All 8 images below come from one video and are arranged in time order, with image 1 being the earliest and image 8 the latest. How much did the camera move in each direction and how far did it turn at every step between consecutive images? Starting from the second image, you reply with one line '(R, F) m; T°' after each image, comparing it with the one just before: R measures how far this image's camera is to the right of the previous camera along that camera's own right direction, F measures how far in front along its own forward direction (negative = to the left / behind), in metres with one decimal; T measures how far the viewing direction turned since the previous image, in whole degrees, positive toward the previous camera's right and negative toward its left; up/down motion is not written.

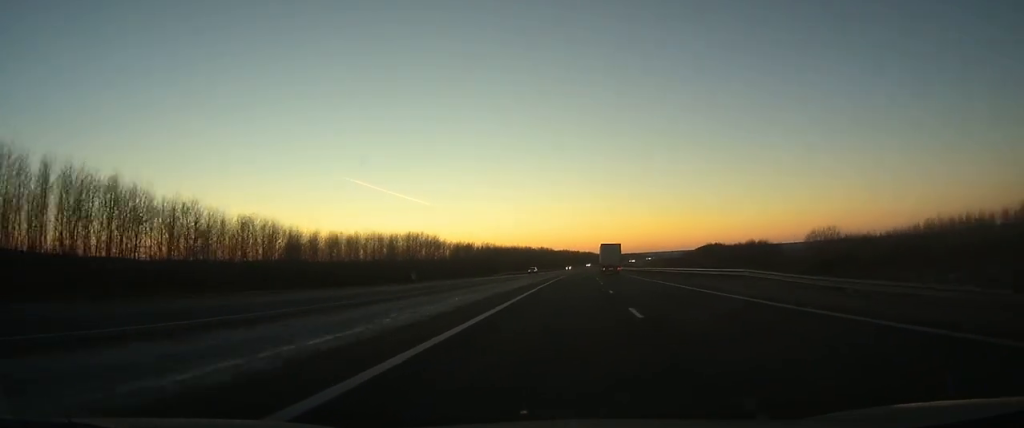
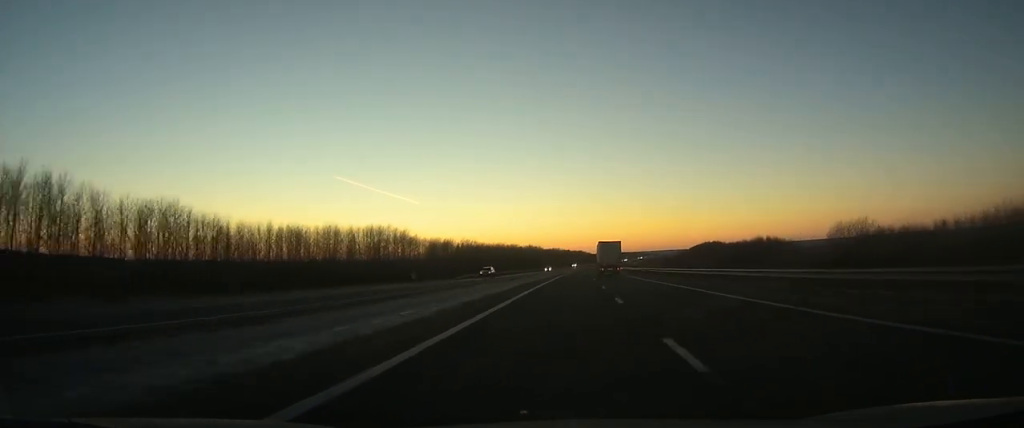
(-0.1, +31.0) m; +1°
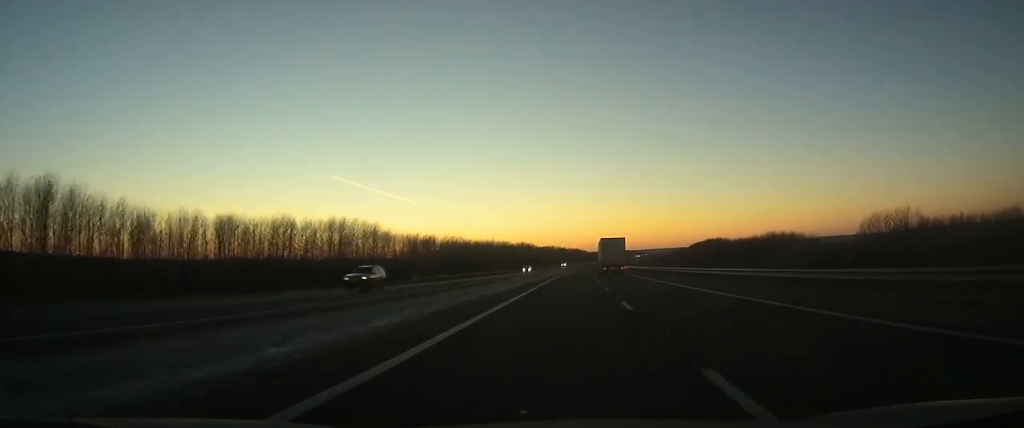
(+0.4, +27.1) m; +1°
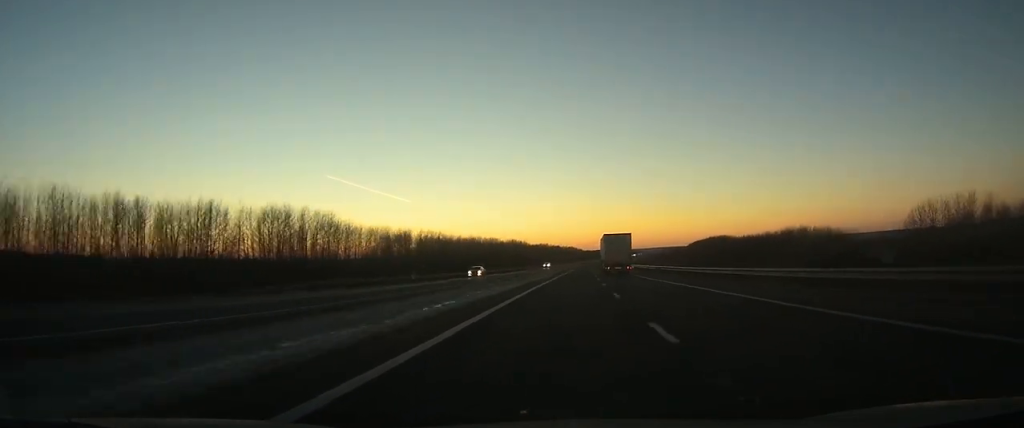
(+0.2, +31.0) m; +1°
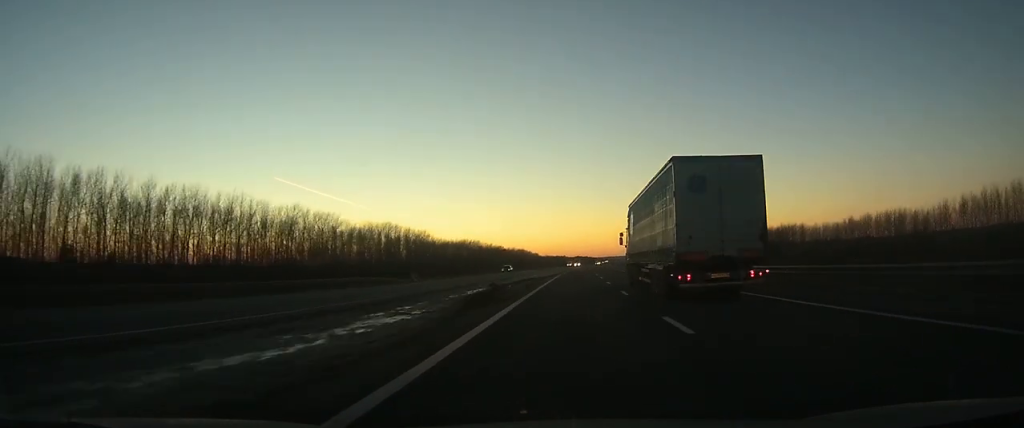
(+6.5, +190.9) m; +4°
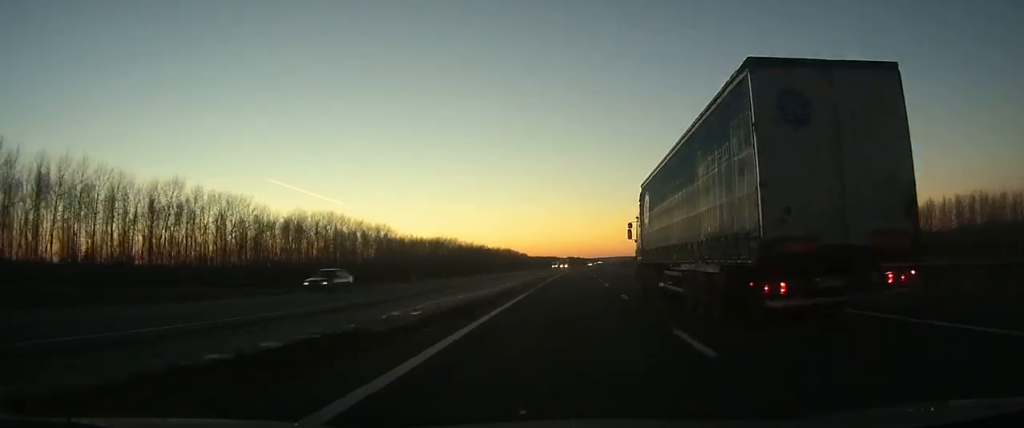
(+0.2, +38.3) m; +1°
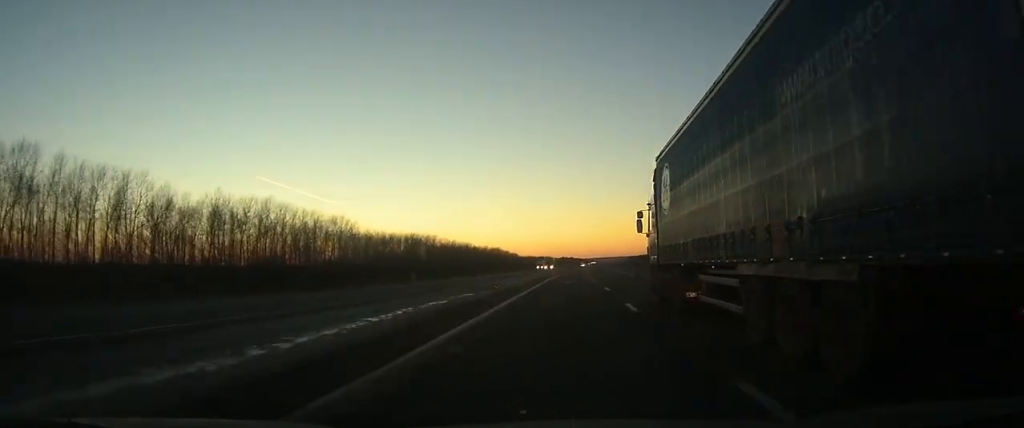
(+0.2, +28.7) m; 0°
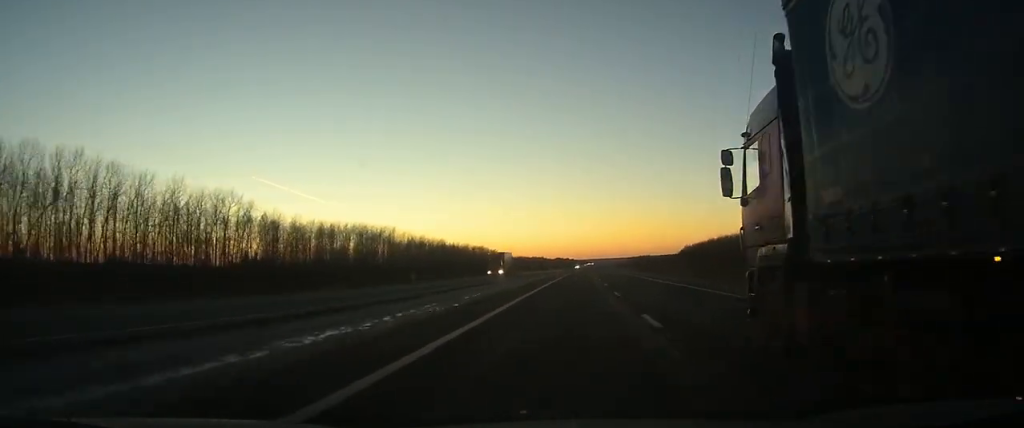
(+0.3, +51.4) m; +1°
